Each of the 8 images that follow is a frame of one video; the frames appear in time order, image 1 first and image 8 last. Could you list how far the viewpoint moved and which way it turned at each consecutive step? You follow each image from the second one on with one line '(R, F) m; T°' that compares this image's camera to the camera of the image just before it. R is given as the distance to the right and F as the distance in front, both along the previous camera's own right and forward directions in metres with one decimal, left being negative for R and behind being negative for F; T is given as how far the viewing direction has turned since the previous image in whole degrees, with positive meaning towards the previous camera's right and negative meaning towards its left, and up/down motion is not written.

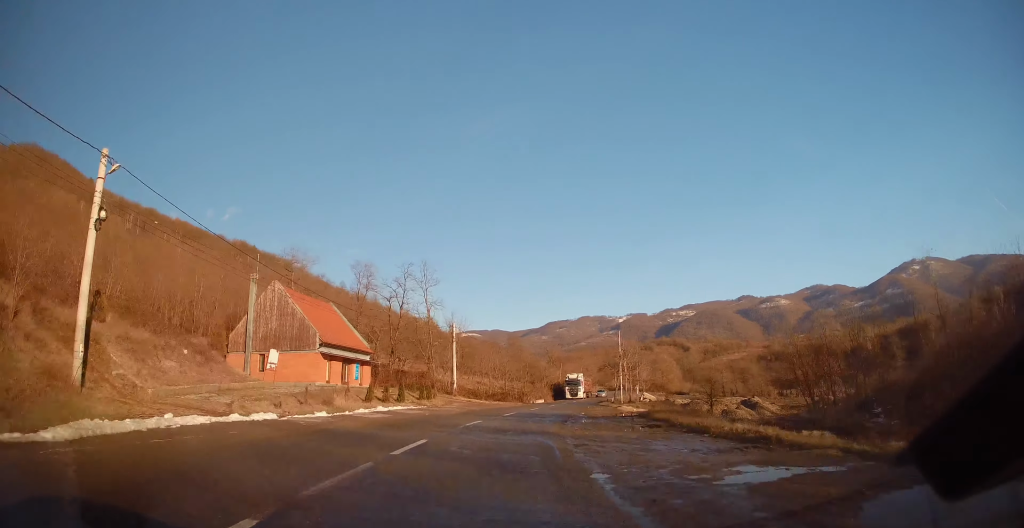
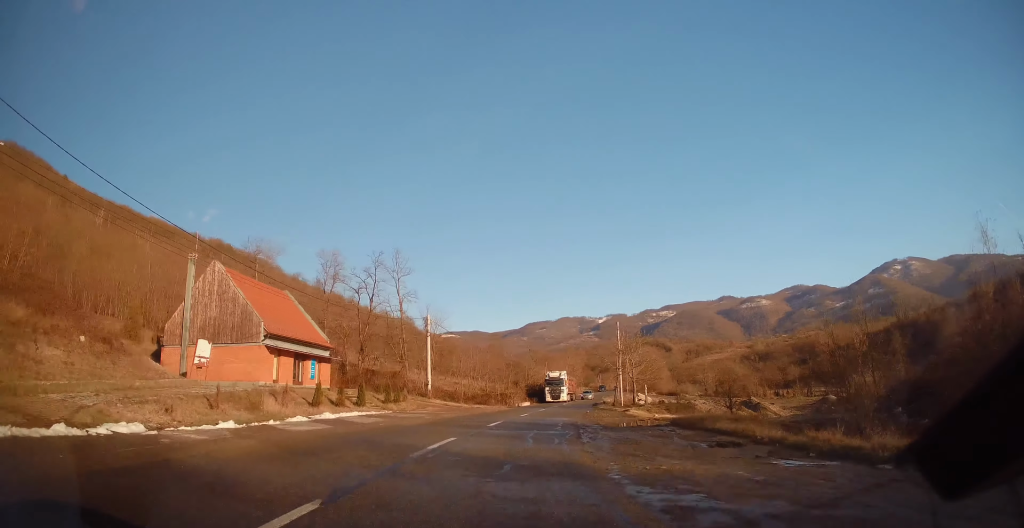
(0.0, +6.9) m; +2°
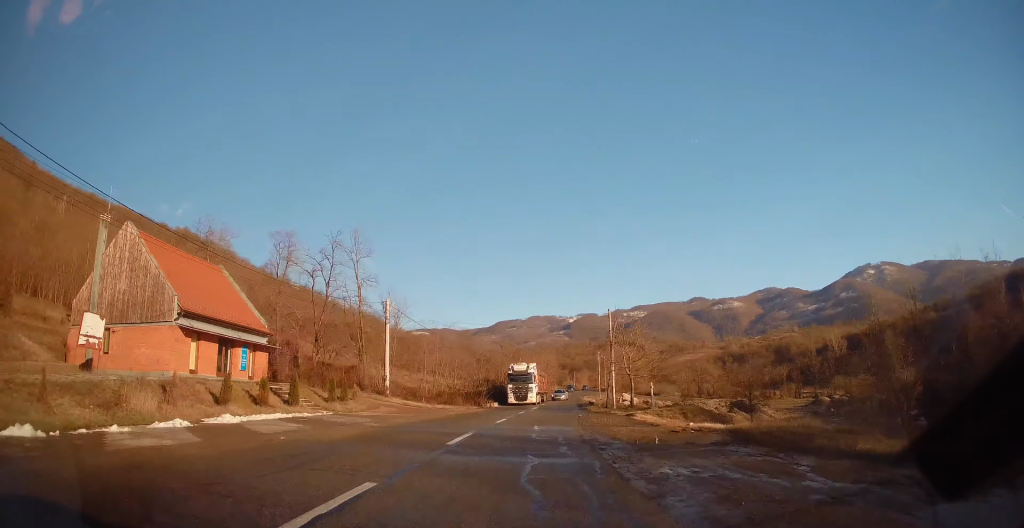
(+0.3, +7.2) m; +3°
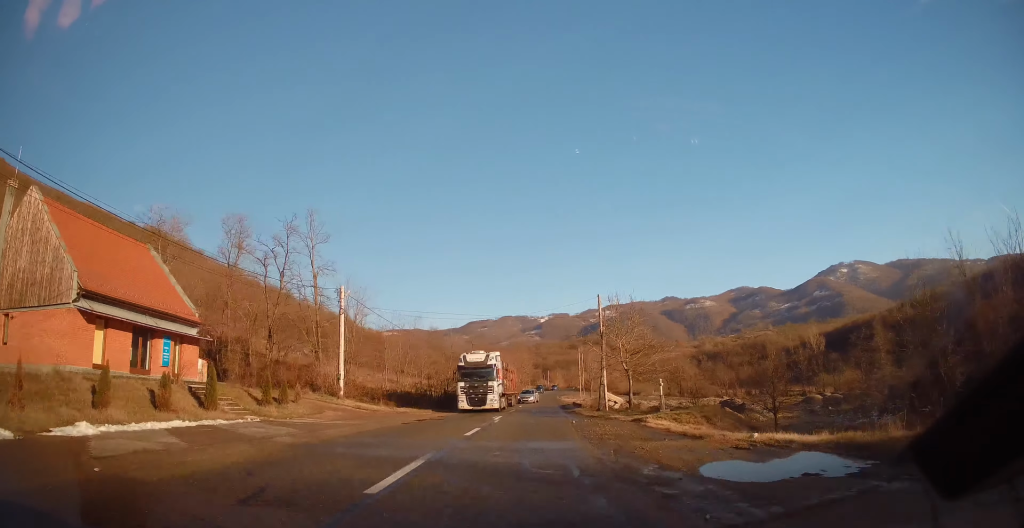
(+0.2, +5.7) m; +5°
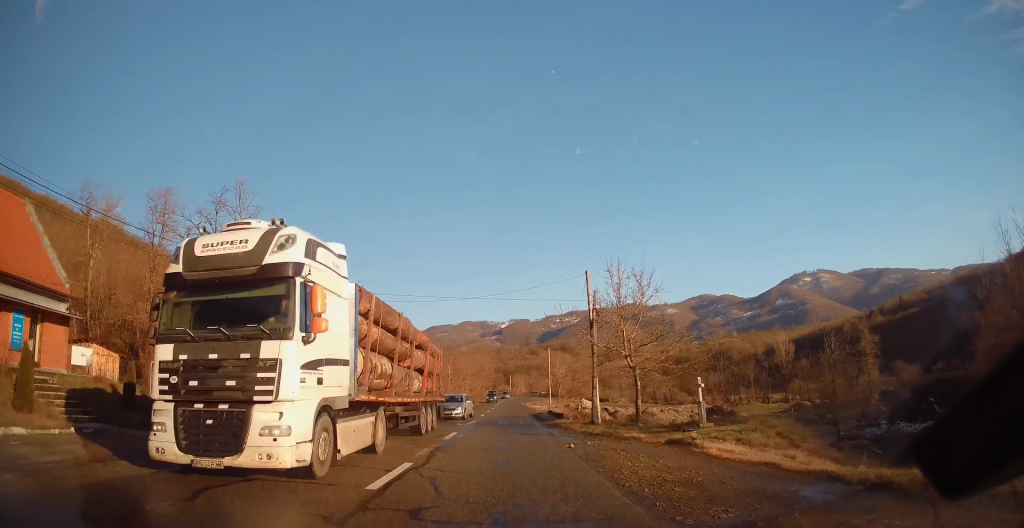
(+0.9, +8.9) m; +6°
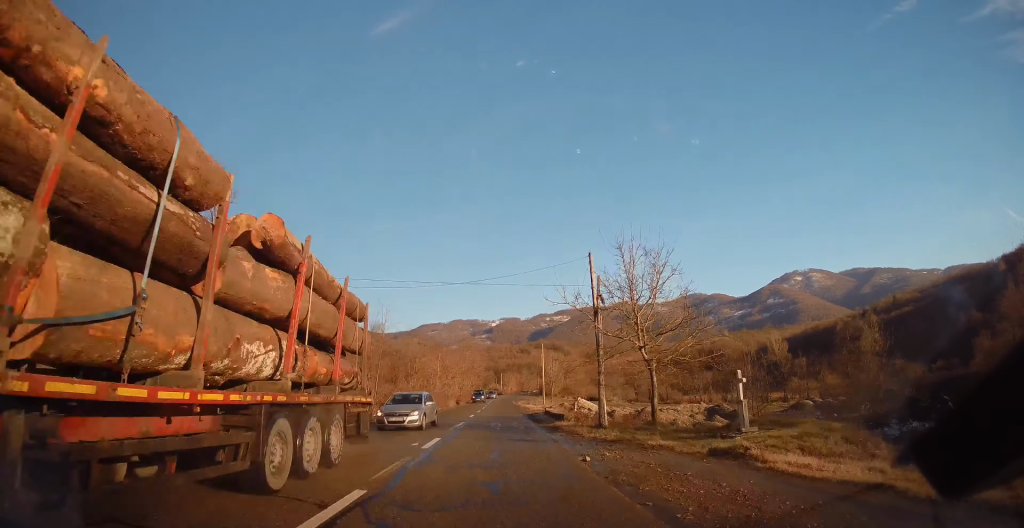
(-0.2, +3.3) m; -3°
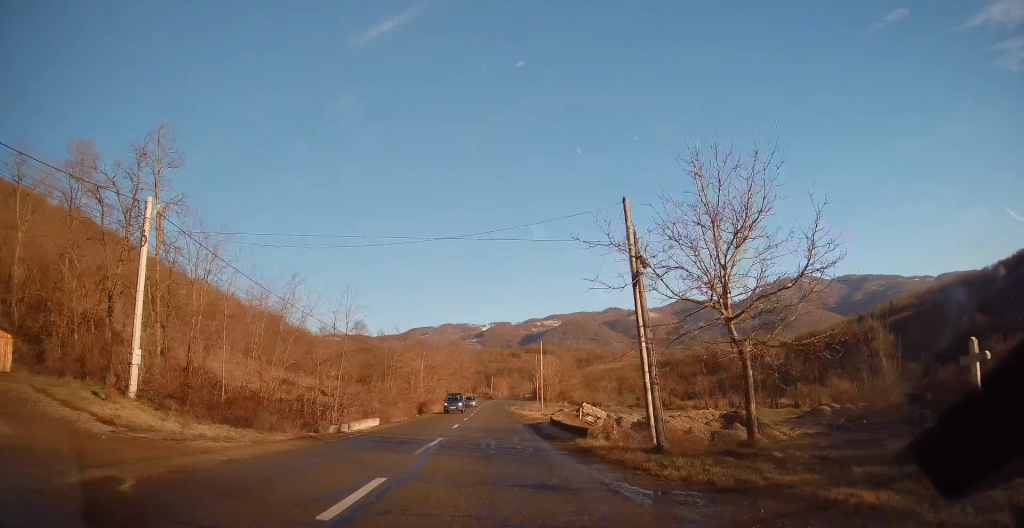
(-0.3, +7.7) m; +1°
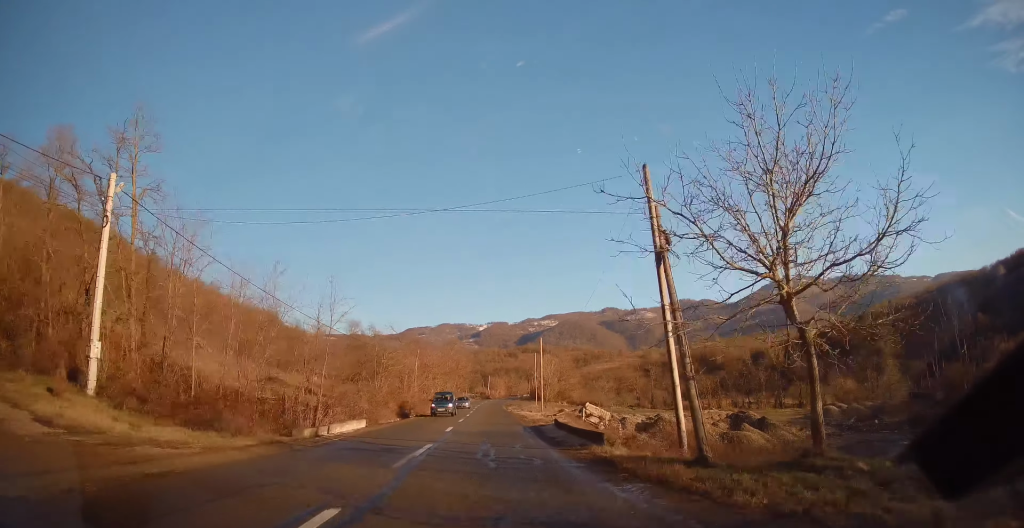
(+0.1, +2.7) m; +1°
